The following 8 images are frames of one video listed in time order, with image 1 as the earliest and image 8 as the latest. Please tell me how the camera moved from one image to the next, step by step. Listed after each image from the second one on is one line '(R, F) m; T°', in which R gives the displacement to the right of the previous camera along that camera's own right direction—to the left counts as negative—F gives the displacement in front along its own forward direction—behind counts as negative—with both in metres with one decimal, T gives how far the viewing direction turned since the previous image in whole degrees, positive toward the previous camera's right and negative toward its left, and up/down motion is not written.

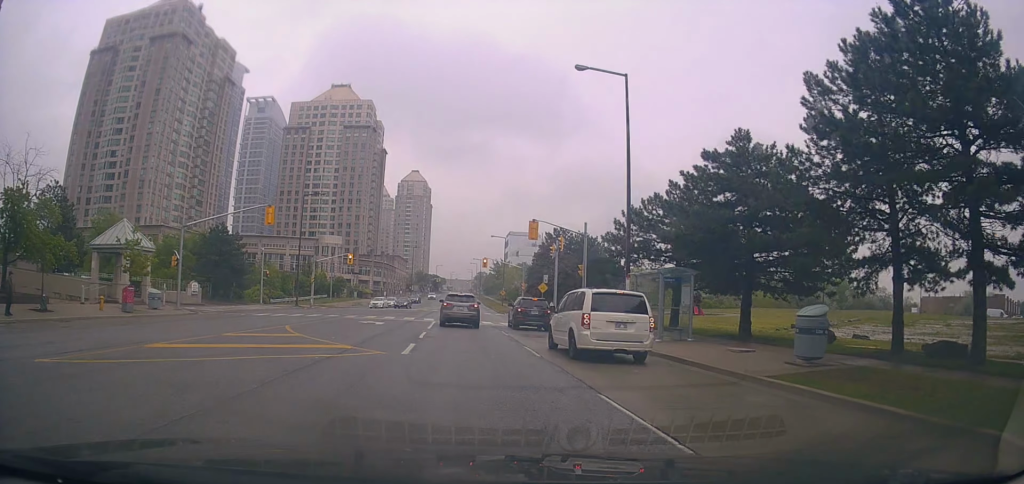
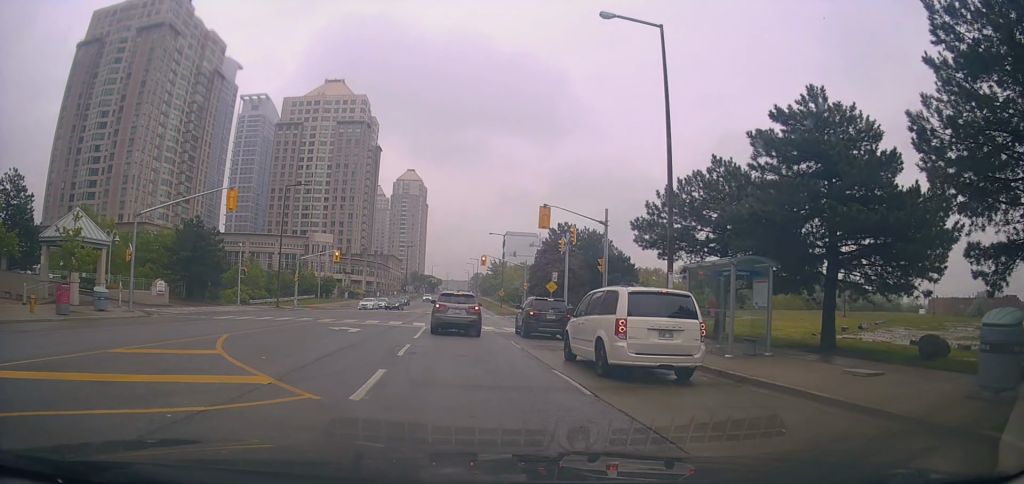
(+0.4, +6.2) m; +1°
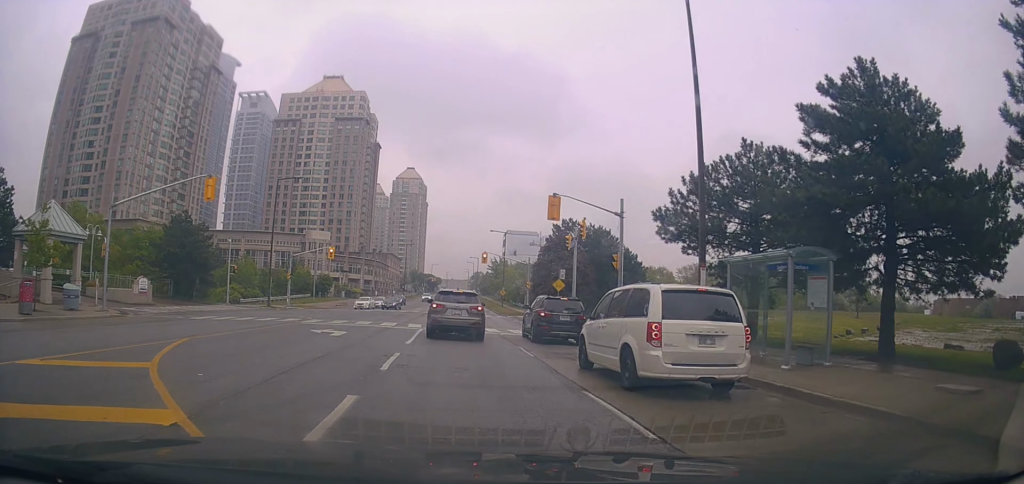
(+0.2, +2.9) m; -2°
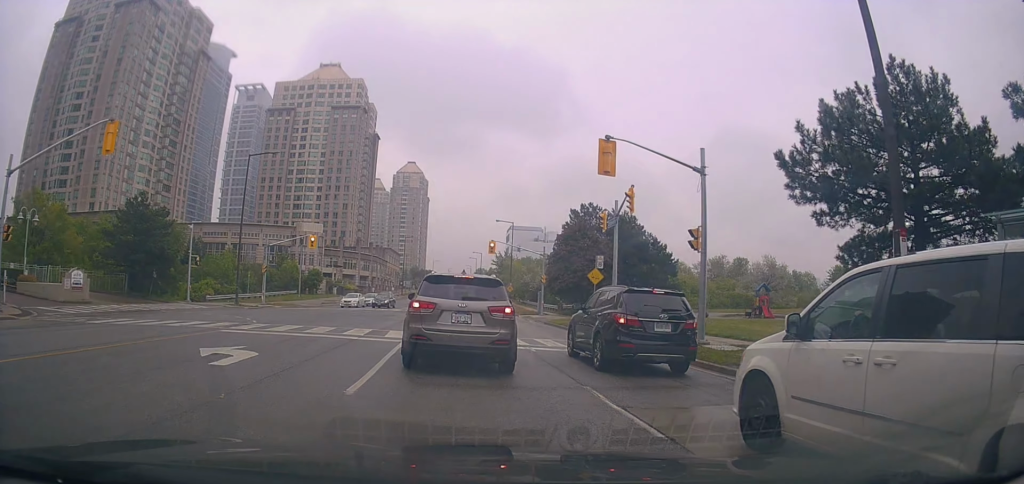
(-1.2, +10.1) m; +2°
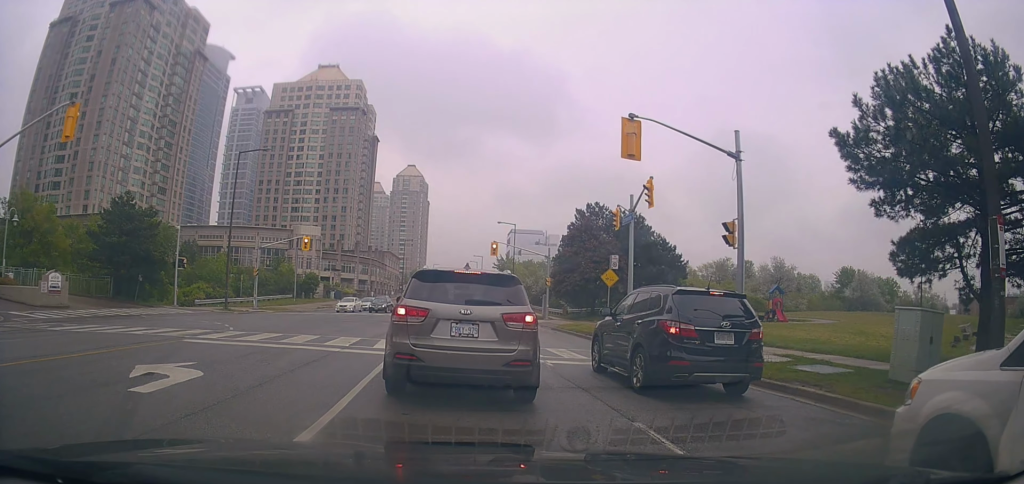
(+0.3, +3.0) m; +1°
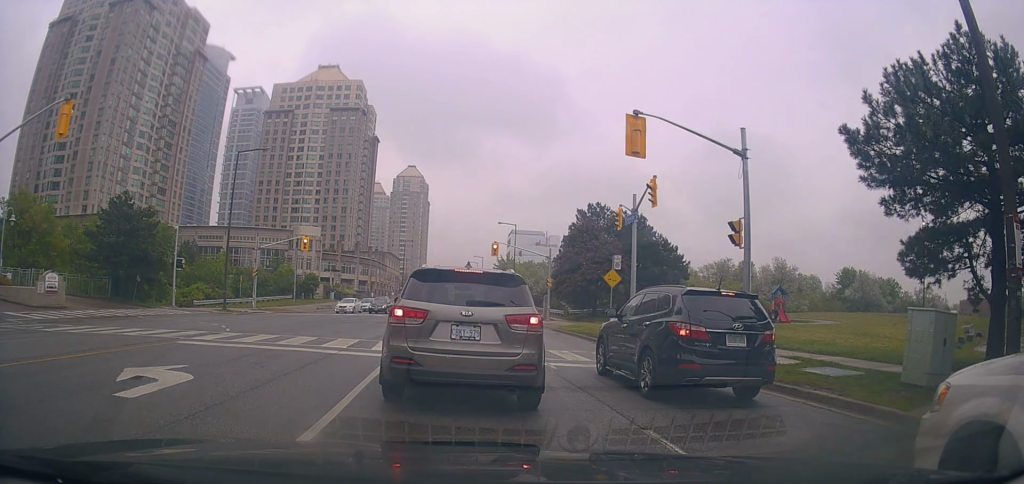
(-0.4, +0.6) m; 0°
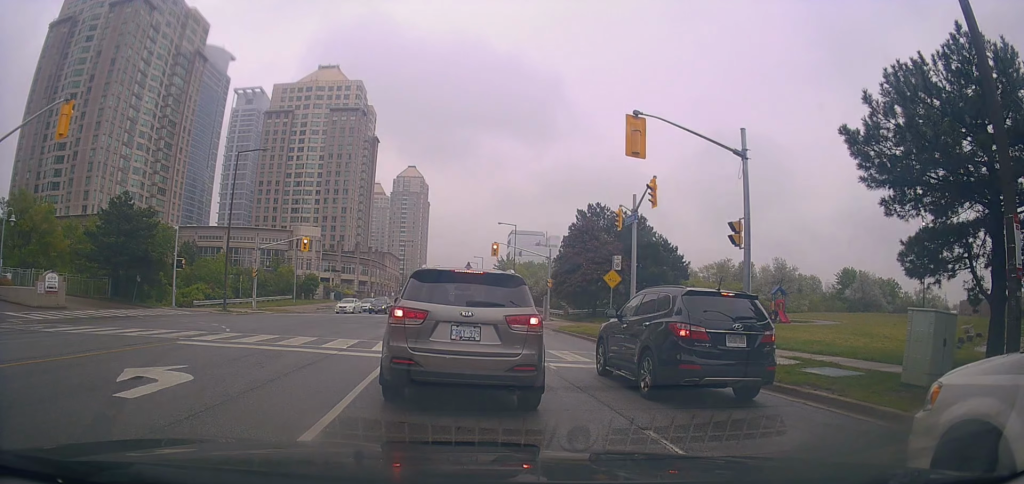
(0.0, 0.0) m; 0°
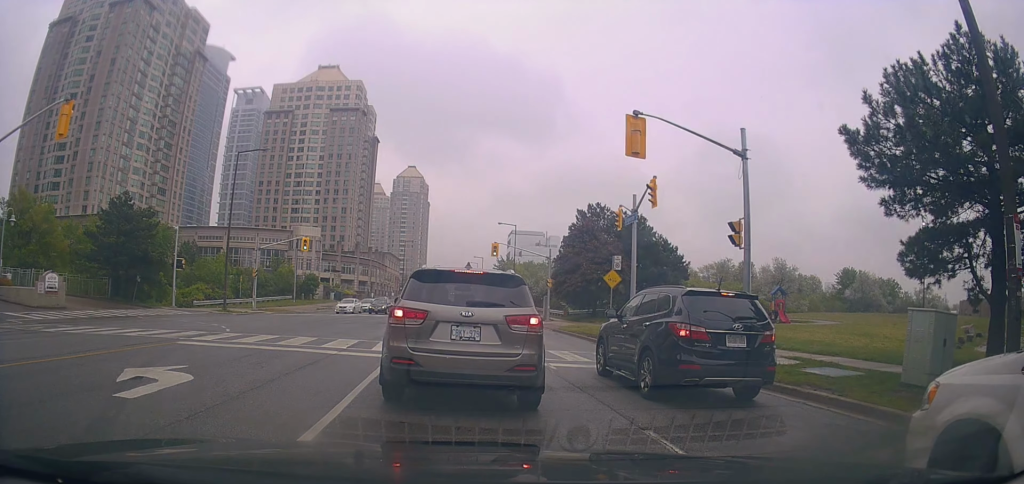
(0.0, 0.0) m; 0°
